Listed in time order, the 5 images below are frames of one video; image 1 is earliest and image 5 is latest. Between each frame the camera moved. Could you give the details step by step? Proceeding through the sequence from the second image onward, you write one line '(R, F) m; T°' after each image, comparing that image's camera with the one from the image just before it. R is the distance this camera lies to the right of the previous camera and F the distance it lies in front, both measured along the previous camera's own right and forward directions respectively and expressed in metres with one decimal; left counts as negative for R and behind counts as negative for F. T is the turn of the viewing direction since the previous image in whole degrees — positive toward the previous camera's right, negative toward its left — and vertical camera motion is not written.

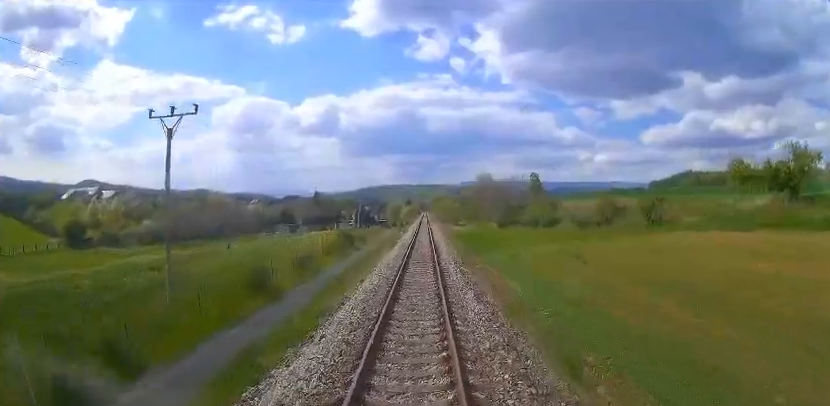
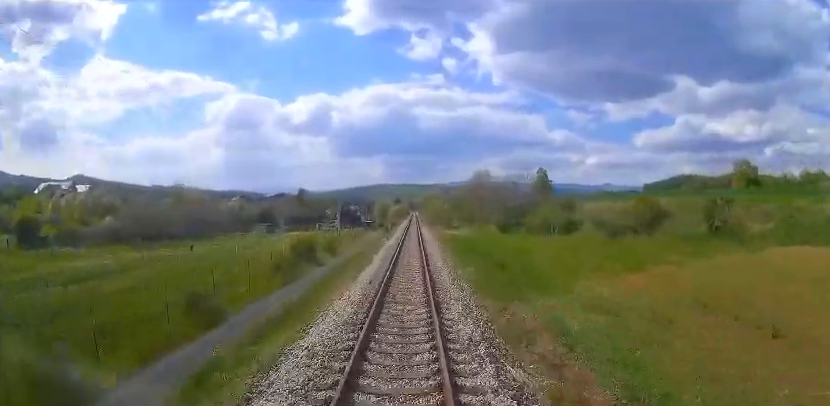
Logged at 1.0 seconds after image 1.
(0.0, +13.4) m; +1°
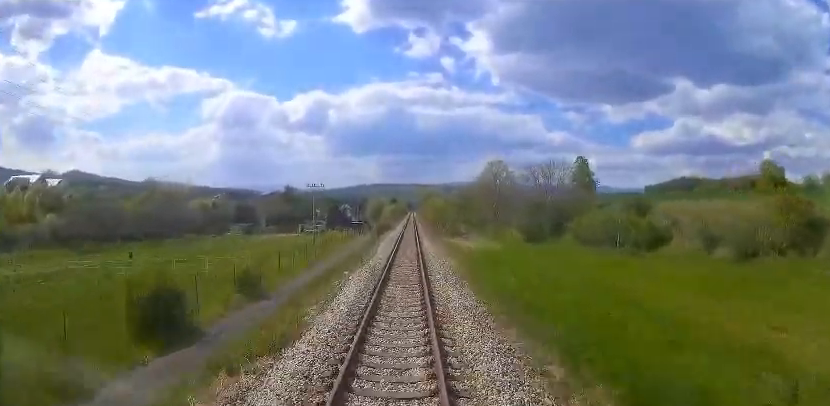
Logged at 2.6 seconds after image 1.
(+0.7, +20.8) m; +1°
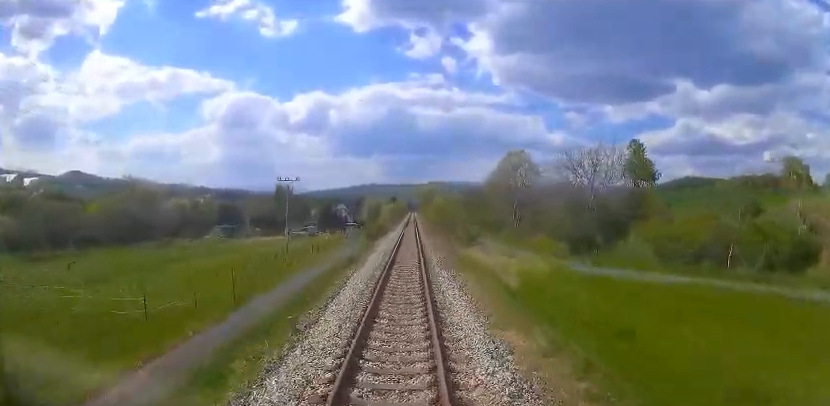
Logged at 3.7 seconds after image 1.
(-0.6, +15.5) m; -2°
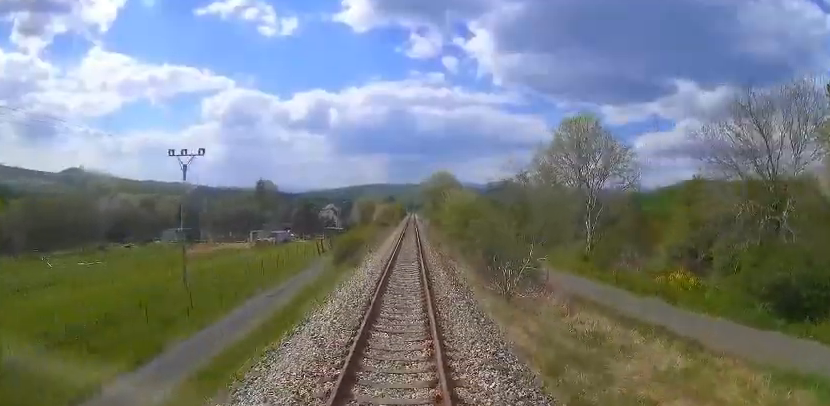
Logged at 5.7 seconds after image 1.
(-0.1, +26.7) m; 0°
